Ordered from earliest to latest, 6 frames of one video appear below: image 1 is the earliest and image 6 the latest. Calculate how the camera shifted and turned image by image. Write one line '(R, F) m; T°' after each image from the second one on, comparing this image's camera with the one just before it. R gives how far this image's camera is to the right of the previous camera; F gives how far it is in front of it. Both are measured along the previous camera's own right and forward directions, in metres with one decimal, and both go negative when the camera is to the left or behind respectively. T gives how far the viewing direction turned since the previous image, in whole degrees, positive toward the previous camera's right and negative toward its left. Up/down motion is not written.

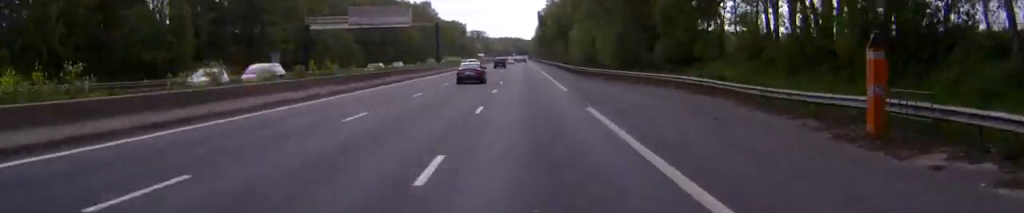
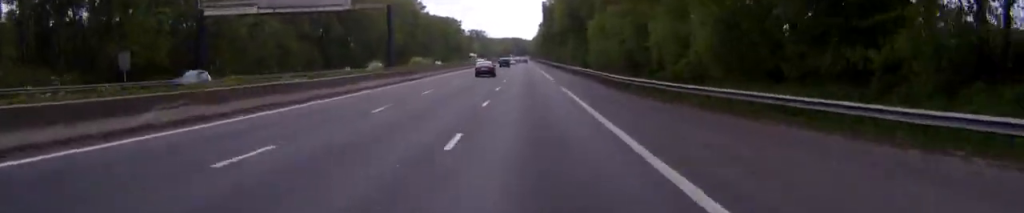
(-0.3, +34.8) m; -1°
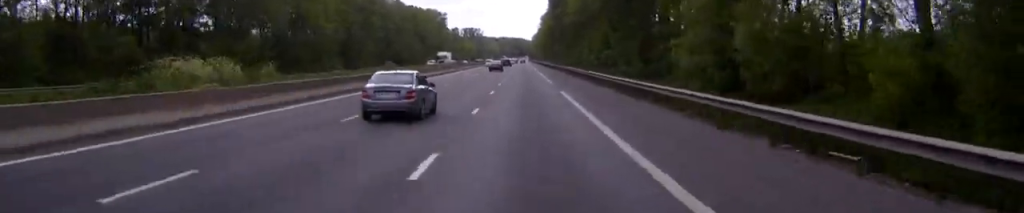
(0.0, +55.4) m; 0°
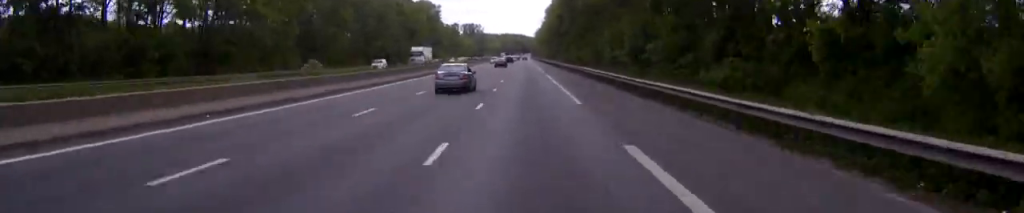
(0.0, +24.6) m; 0°
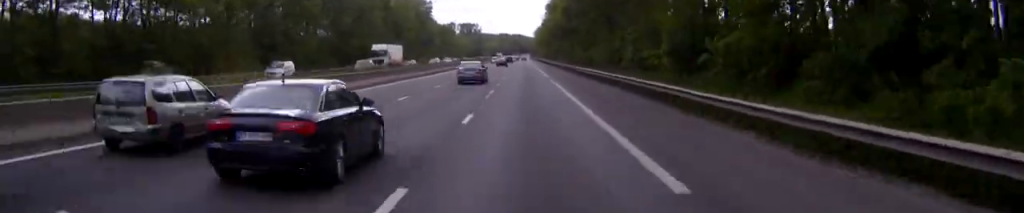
(+0.1, +18.2) m; 0°
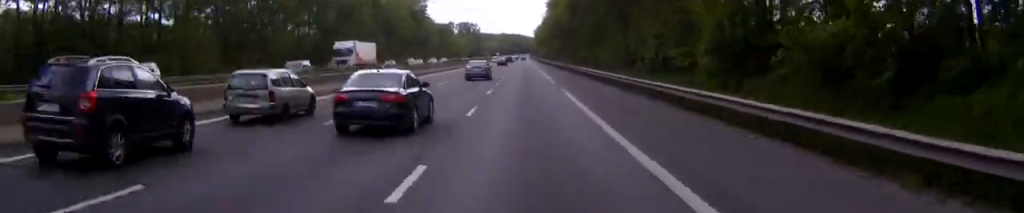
(0.0, +10.9) m; 0°
